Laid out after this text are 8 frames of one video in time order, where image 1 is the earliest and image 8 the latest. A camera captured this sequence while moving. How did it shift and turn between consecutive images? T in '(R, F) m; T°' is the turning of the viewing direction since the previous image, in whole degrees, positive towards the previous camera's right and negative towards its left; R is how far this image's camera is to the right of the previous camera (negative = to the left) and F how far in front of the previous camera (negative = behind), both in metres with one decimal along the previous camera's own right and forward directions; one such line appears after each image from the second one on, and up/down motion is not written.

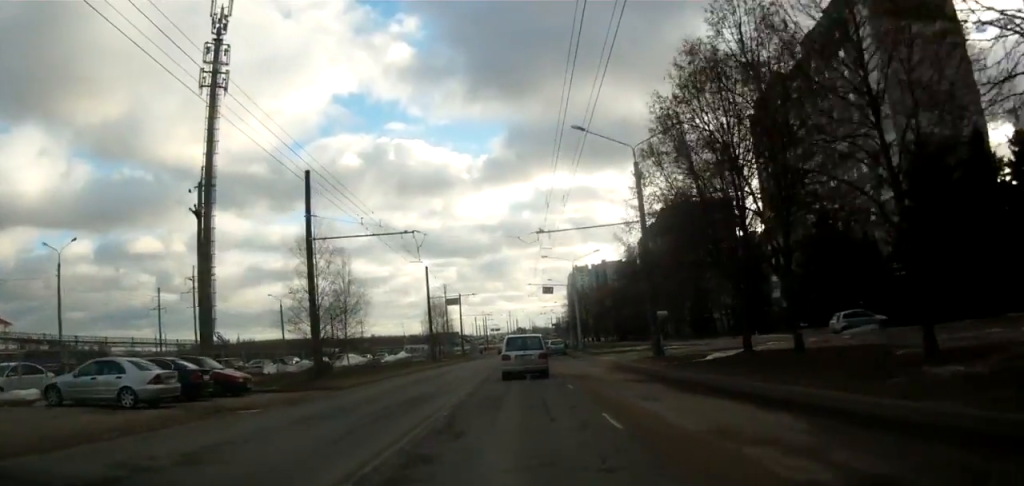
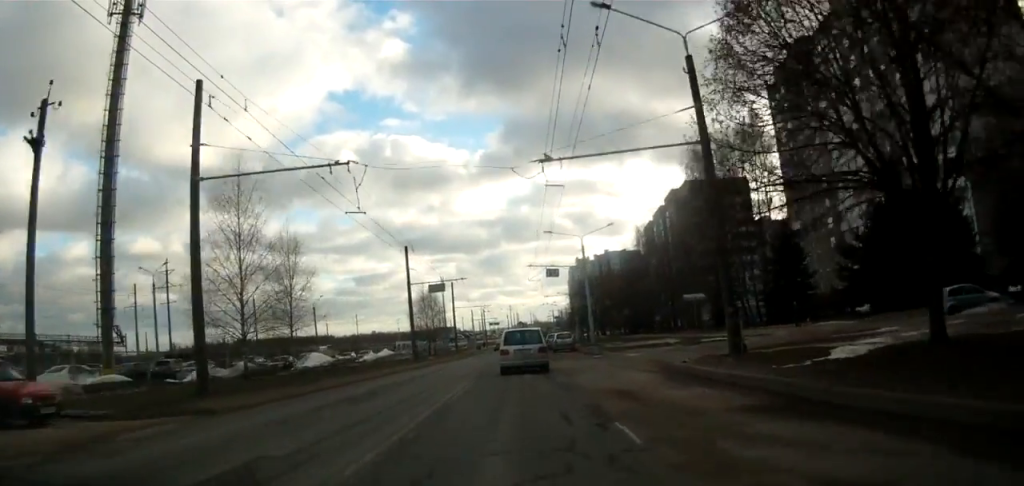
(0.0, +10.6) m; 0°
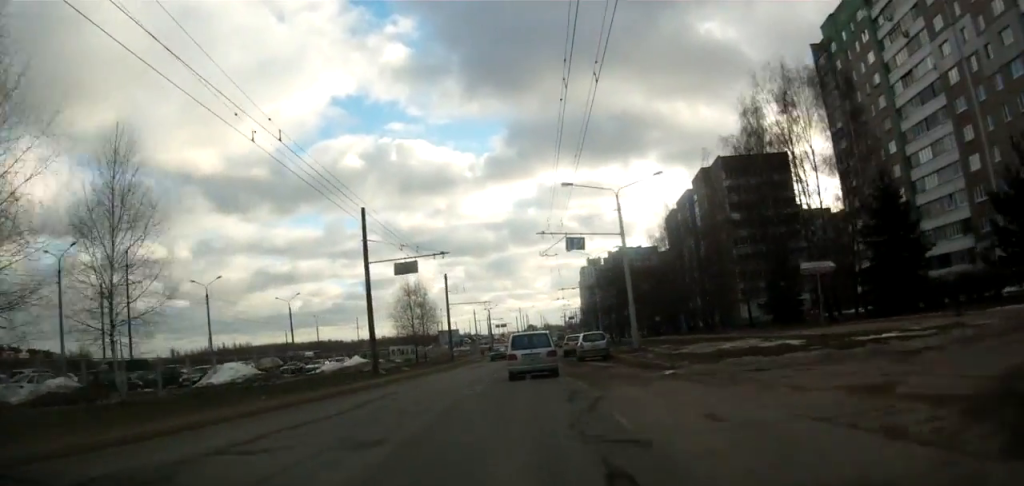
(0.0, +16.4) m; 0°
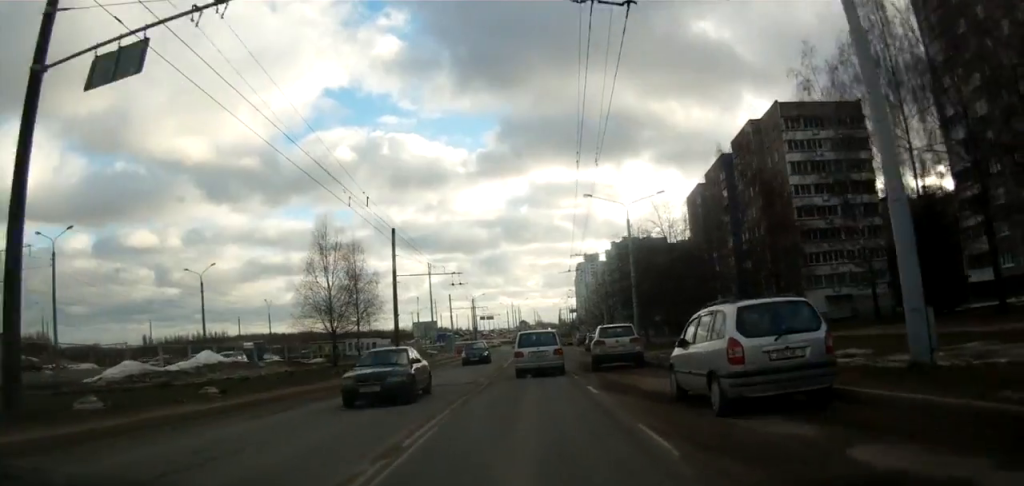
(0.0, +26.2) m; 0°
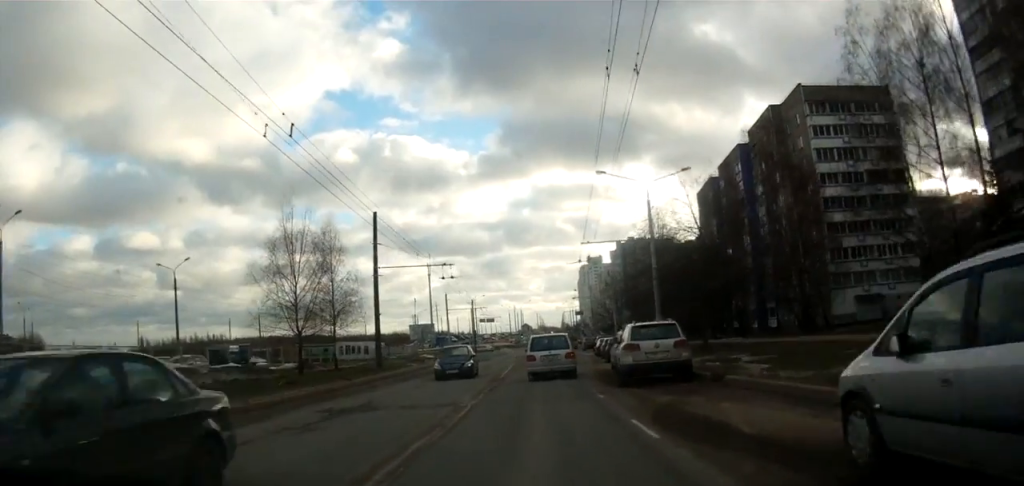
(0.0, +6.9) m; 0°
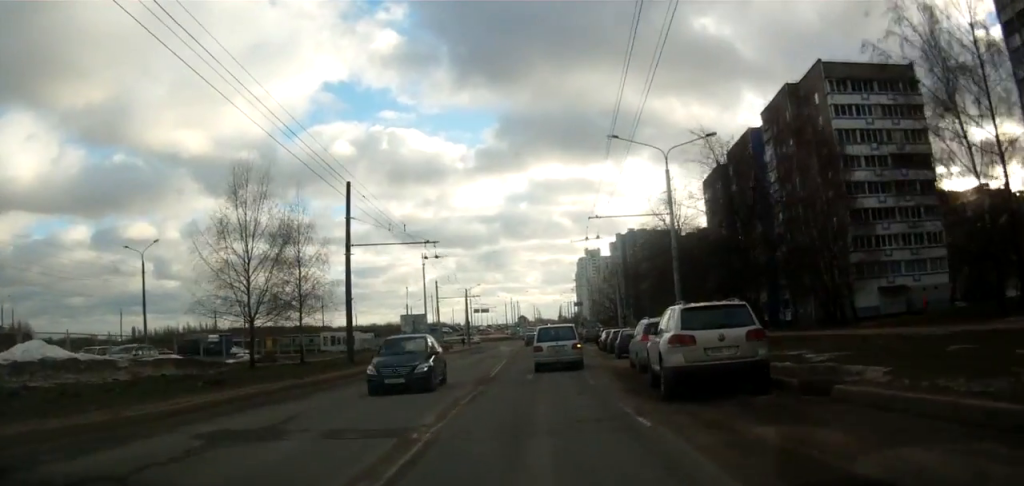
(0.0, +5.8) m; 0°
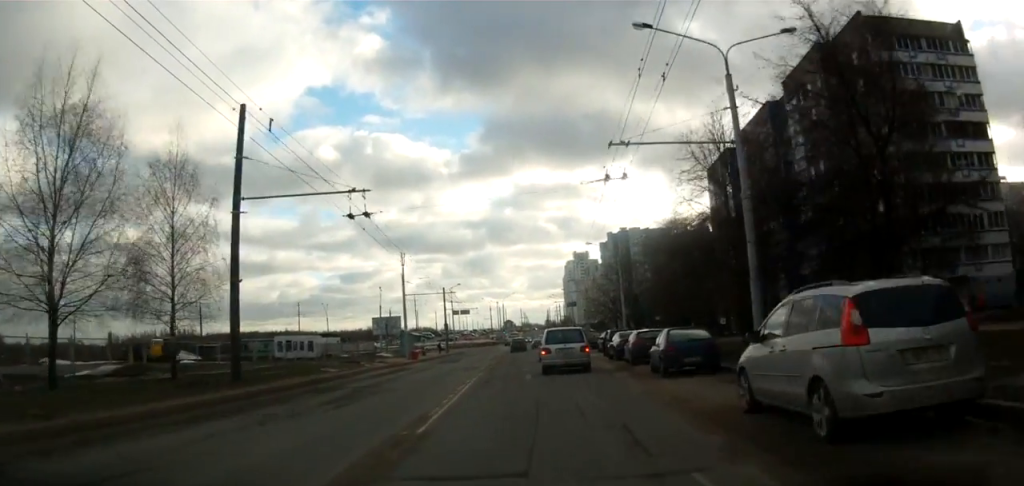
(0.0, +12.1) m; 0°
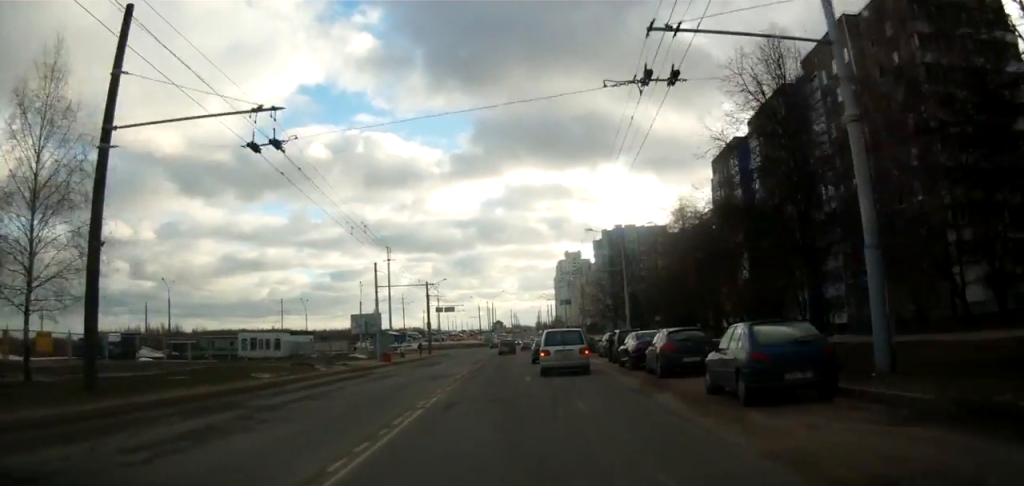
(0.0, +7.3) m; +1°
